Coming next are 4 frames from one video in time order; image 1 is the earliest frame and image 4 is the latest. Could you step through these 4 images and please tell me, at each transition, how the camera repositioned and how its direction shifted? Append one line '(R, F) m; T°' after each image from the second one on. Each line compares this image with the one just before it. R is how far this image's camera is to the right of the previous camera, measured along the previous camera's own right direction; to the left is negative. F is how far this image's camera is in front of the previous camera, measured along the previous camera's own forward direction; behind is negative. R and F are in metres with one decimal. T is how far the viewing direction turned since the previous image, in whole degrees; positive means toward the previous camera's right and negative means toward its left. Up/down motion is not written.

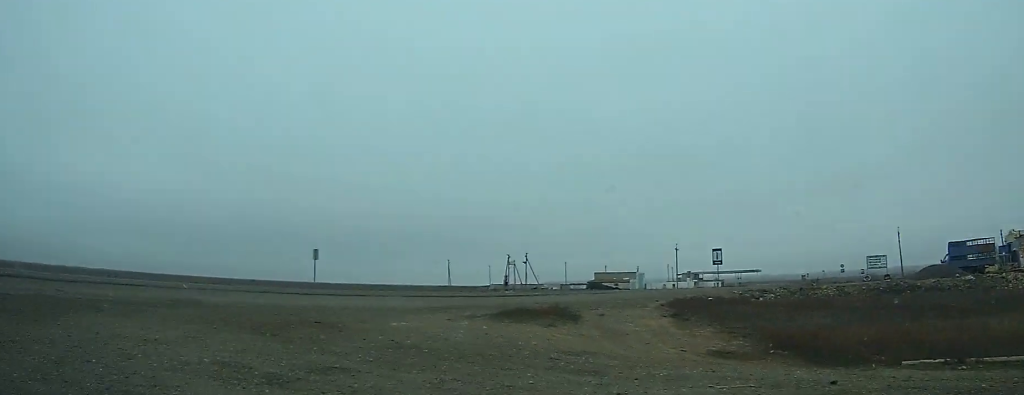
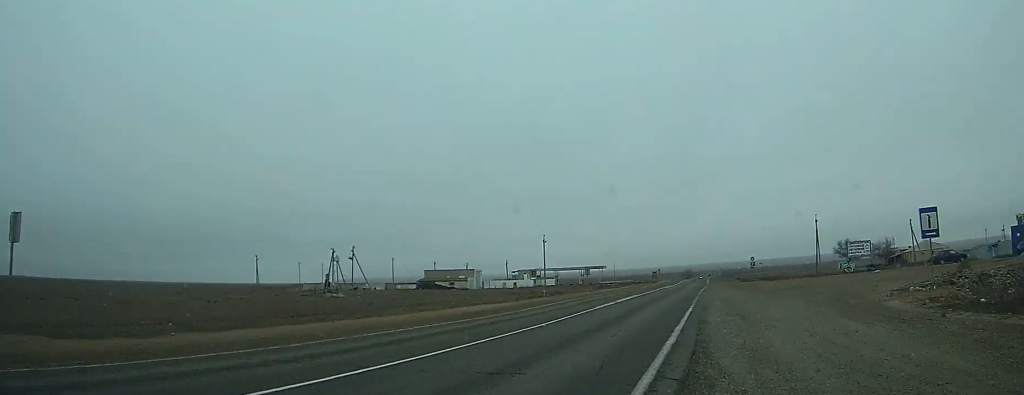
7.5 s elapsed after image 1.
(+5.5, +25.2) m; +43°
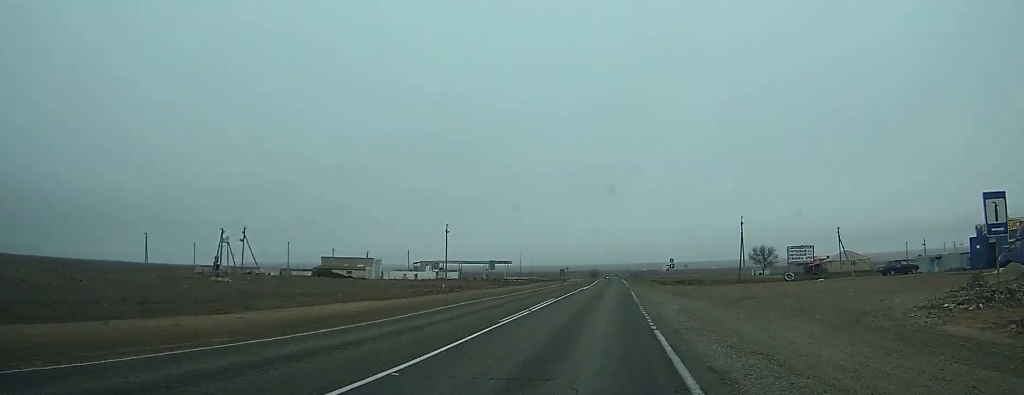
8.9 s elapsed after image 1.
(+1.3, +8.3) m; +10°
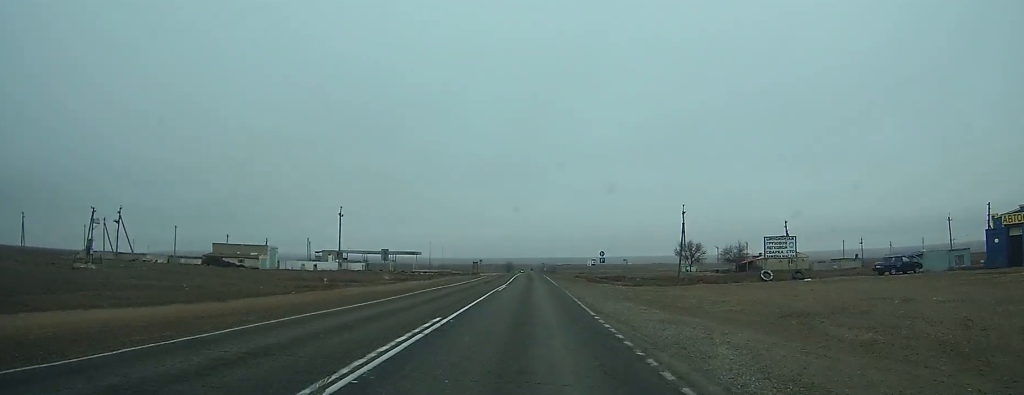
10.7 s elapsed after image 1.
(+1.2, +12.7) m; +7°
